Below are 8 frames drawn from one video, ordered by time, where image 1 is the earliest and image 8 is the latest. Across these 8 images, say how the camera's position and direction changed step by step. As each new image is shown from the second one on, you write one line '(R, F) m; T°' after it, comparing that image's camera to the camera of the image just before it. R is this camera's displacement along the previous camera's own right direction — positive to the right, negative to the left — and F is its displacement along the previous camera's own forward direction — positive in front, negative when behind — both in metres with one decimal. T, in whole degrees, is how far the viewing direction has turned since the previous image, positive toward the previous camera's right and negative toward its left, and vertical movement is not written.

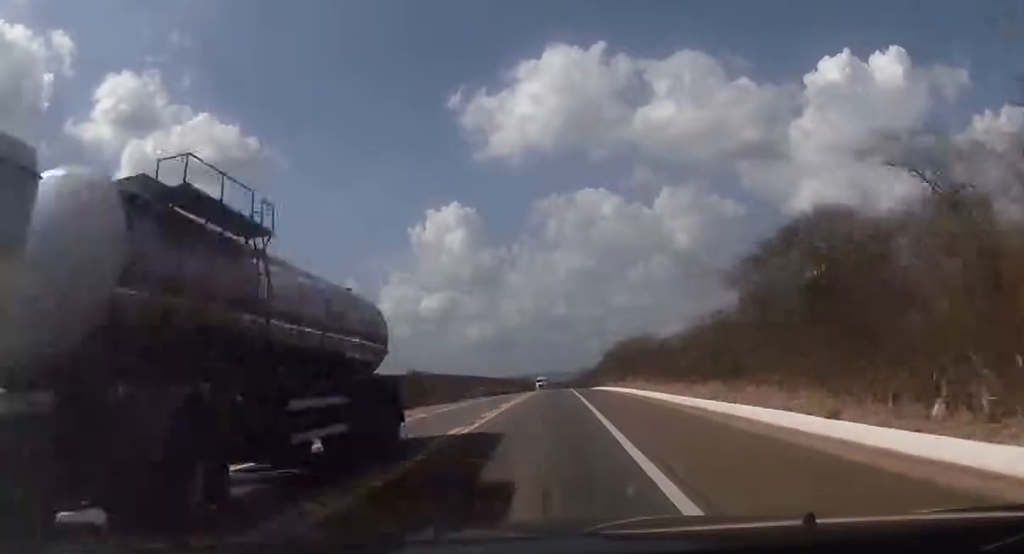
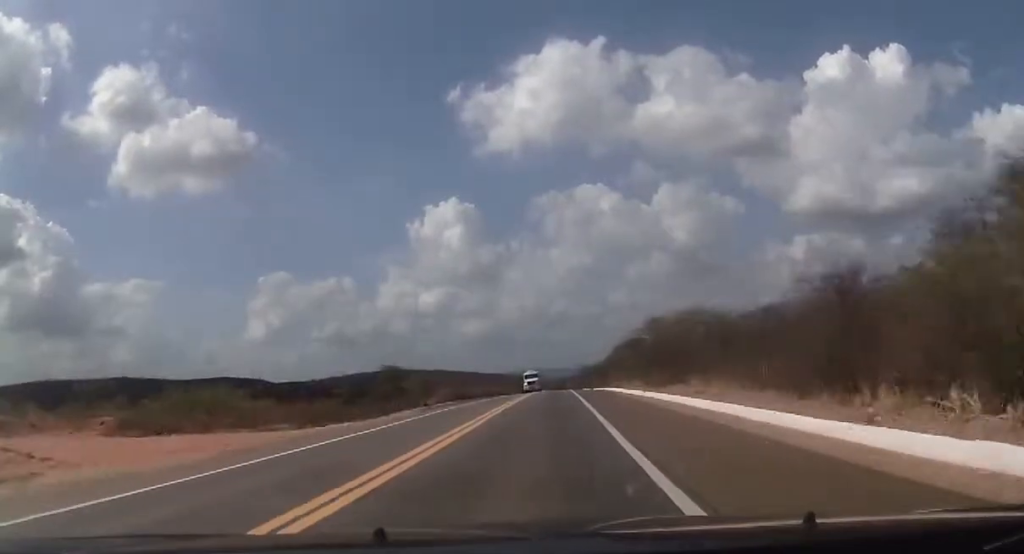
(+0.1, +28.5) m; 0°
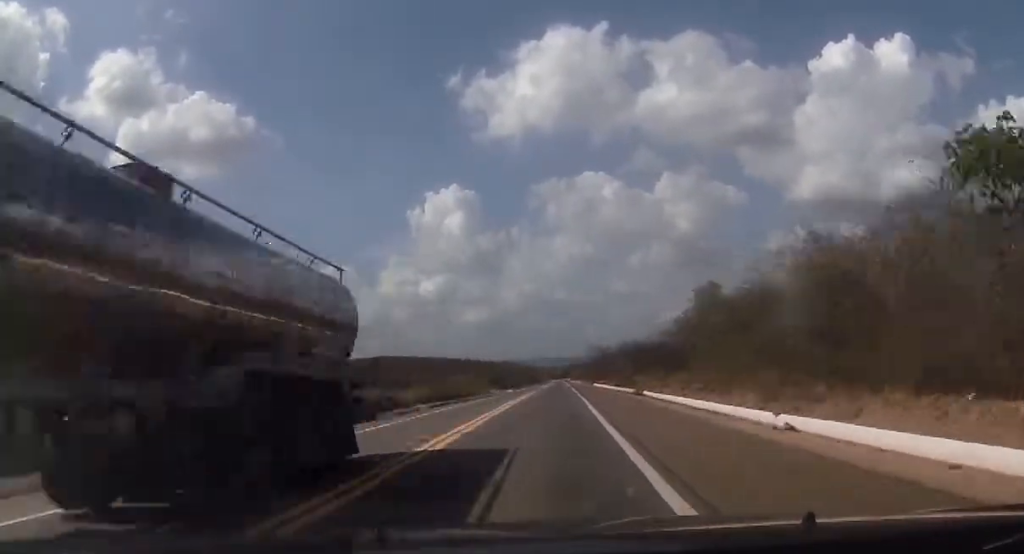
(-0.2, +68.7) m; 0°
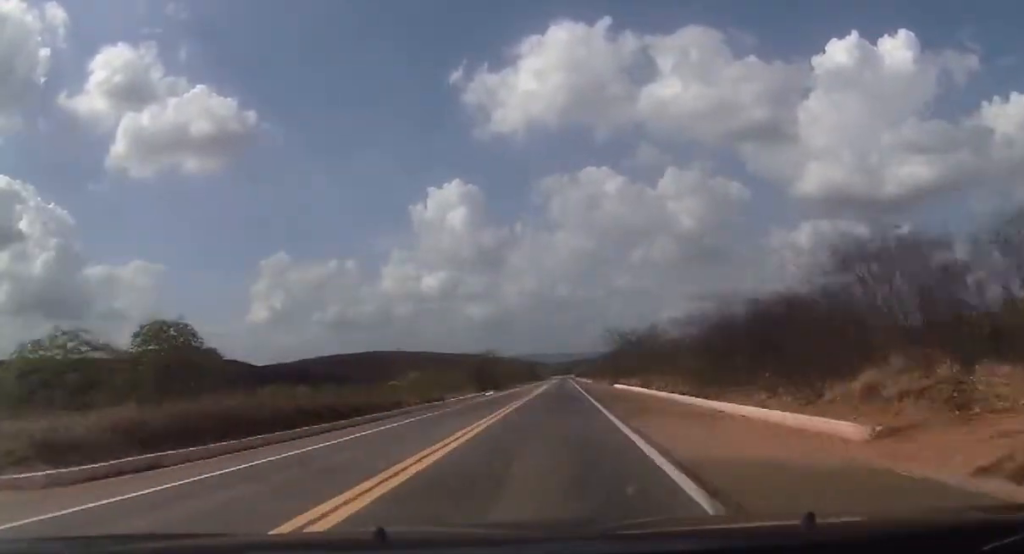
(+0.2, +40.3) m; 0°
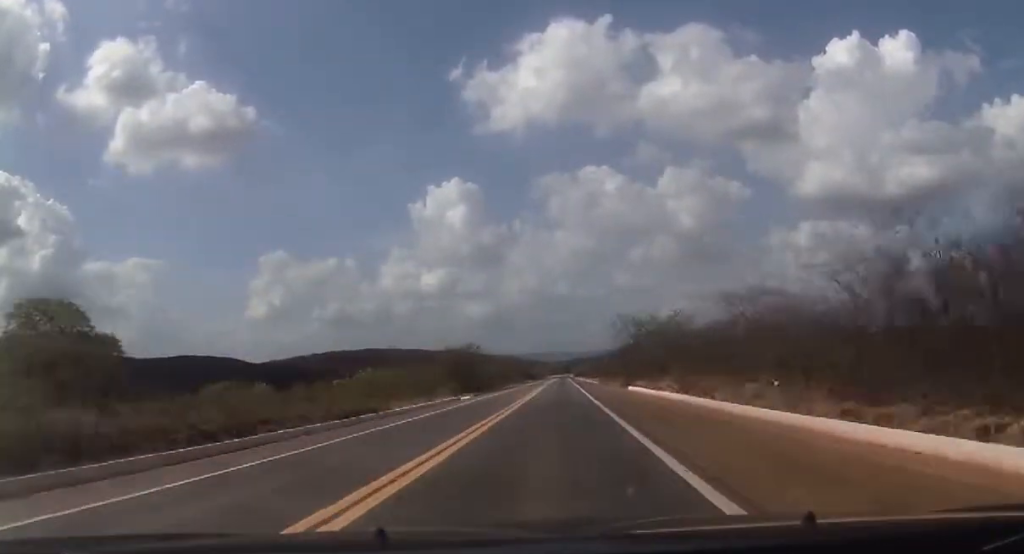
(0.0, +20.2) m; 0°
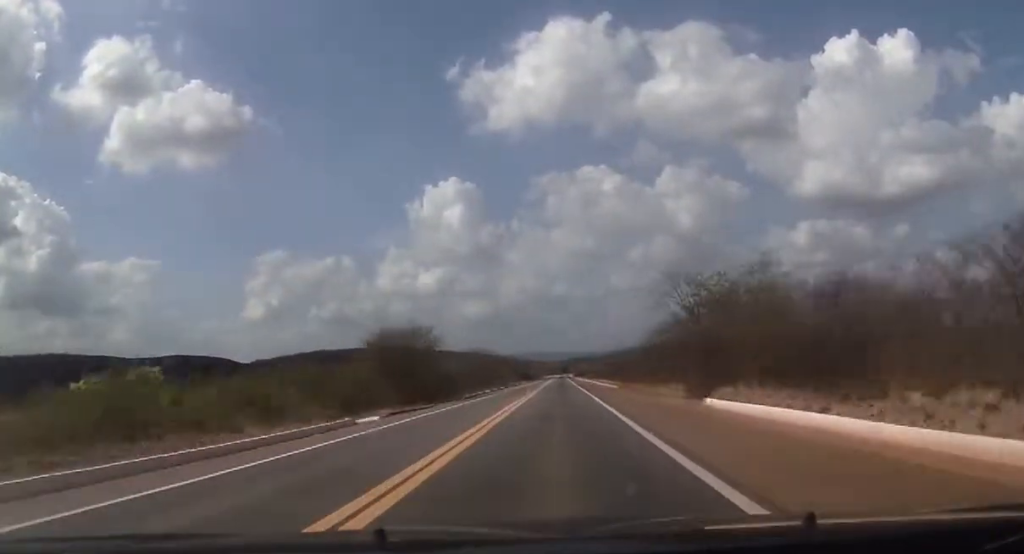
(+0.1, +34.1) m; 0°
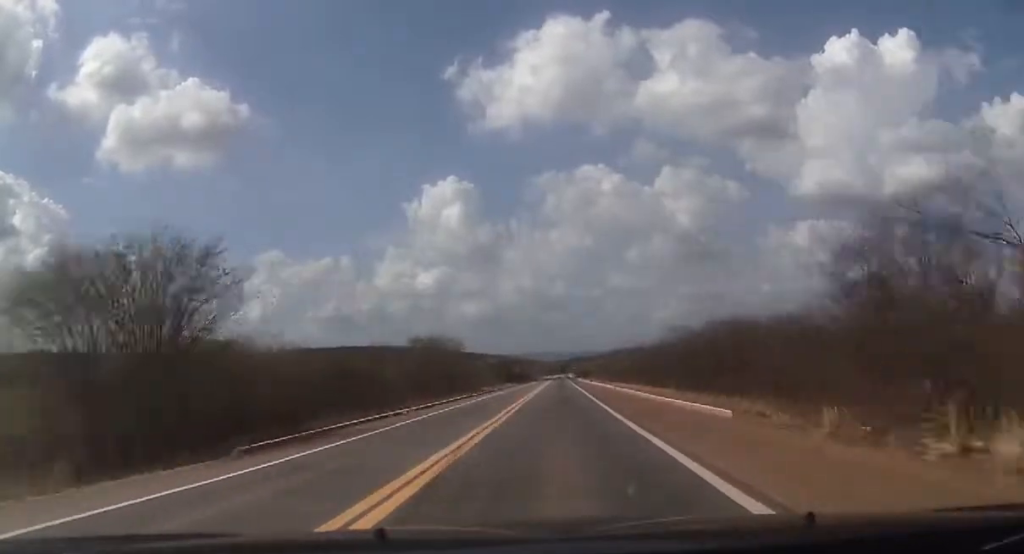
(-0.5, +39.2) m; 0°
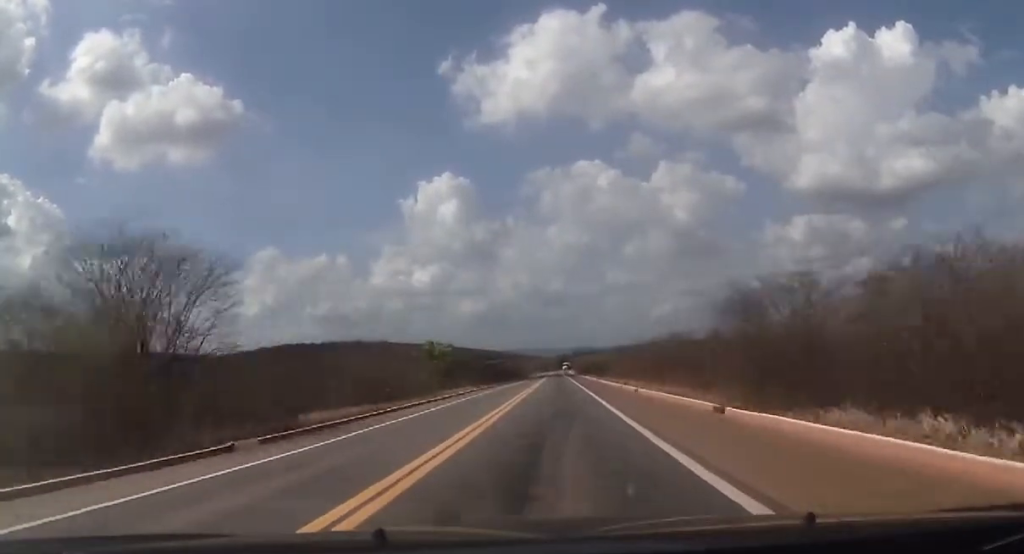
(+0.6, +58.3) m; +1°
